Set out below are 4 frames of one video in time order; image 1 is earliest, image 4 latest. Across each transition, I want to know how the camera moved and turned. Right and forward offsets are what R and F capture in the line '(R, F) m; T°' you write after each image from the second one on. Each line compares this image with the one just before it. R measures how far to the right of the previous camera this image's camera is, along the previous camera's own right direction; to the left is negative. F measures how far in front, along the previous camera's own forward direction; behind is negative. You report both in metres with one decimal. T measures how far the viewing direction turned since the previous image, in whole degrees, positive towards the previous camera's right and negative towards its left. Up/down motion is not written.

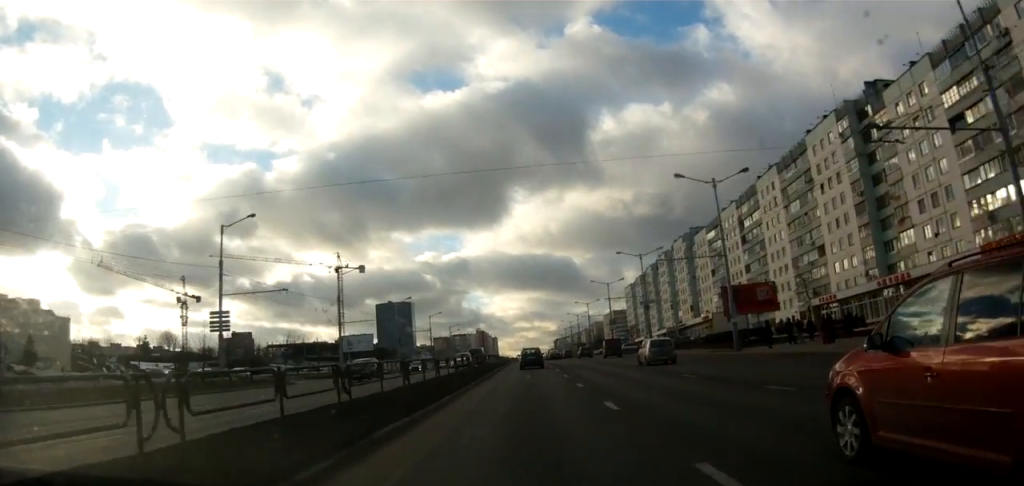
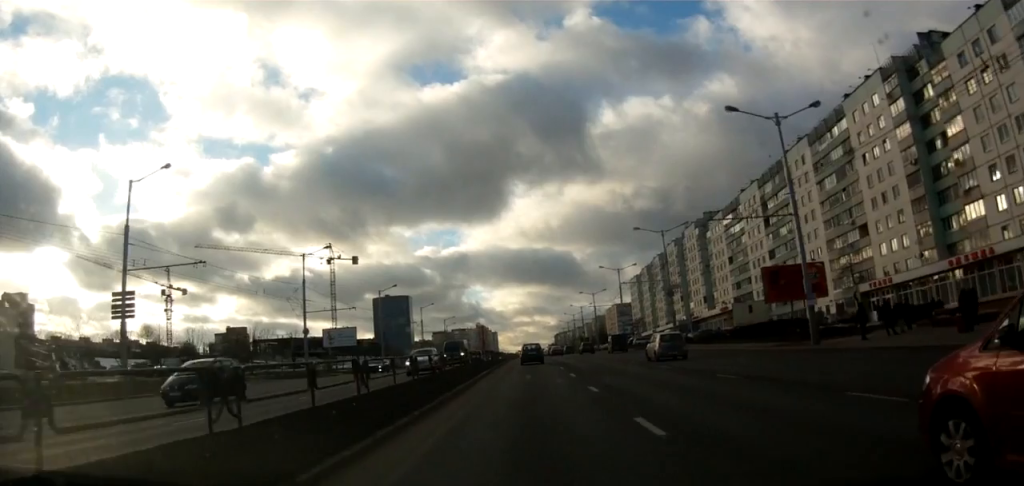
(0.0, +11.6) m; +1°
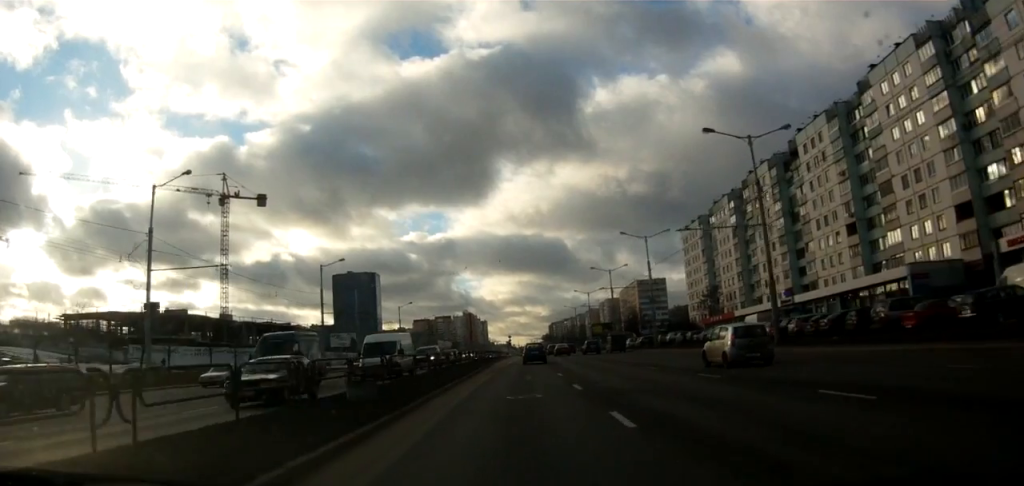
(+0.6, +95.0) m; 0°
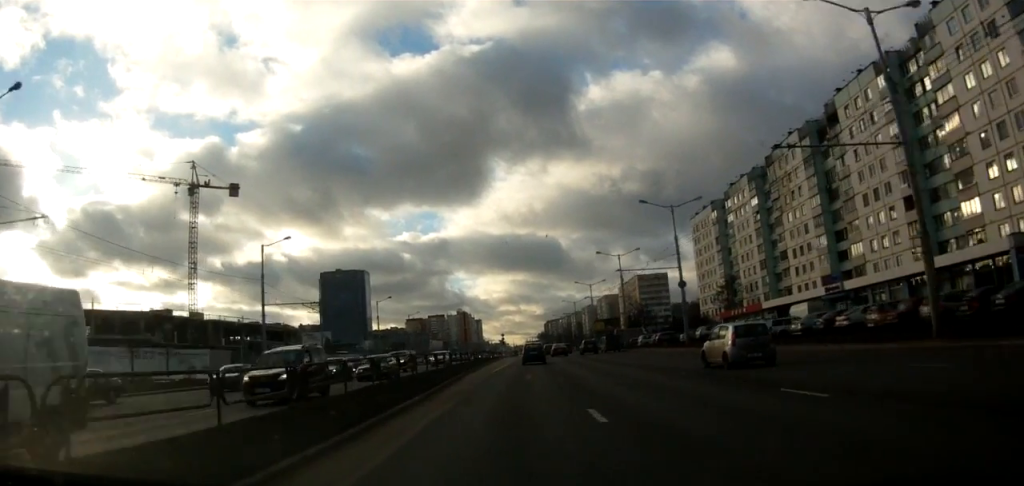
(0.0, +15.0) m; +1°
